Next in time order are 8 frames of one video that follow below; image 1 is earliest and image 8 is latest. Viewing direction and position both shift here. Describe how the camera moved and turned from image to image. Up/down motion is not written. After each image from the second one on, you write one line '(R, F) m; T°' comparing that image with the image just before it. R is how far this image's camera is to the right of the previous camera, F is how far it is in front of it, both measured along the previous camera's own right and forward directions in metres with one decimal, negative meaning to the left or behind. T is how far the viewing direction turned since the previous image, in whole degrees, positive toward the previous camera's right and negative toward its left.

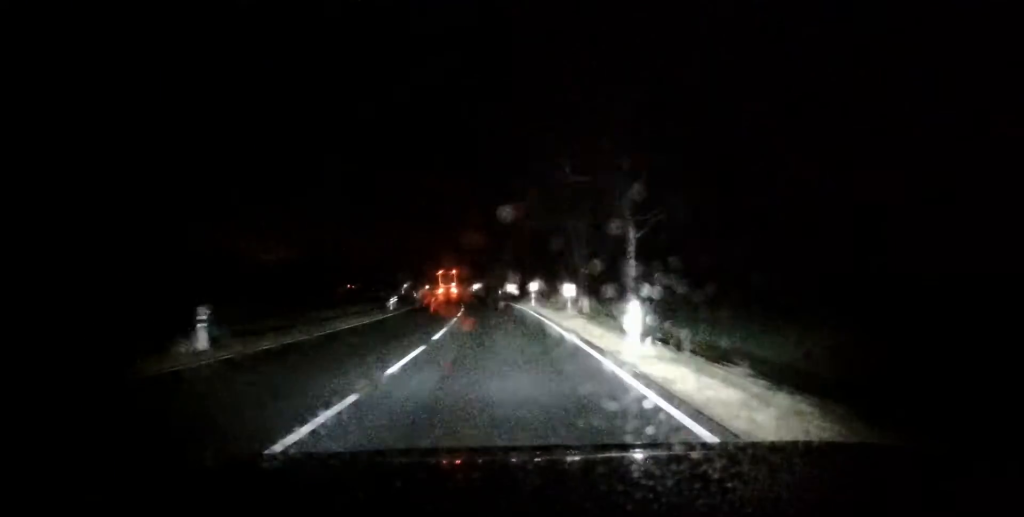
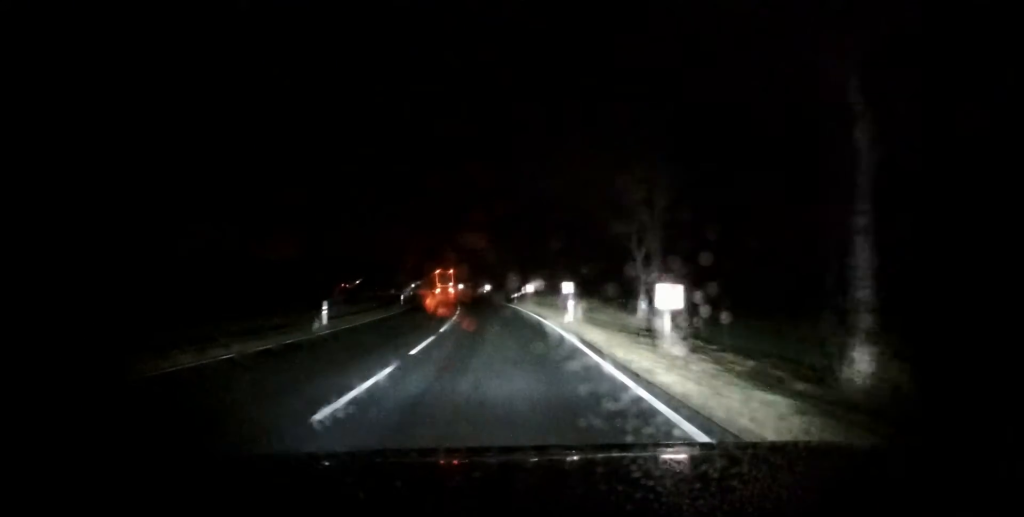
(-0.2, +15.6) m; -2°
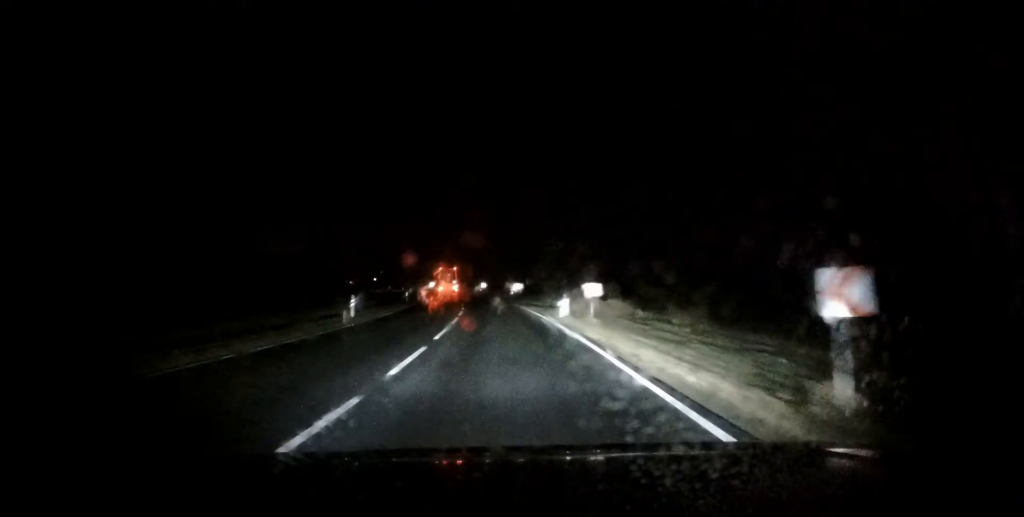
(-0.6, +21.2) m; -3°
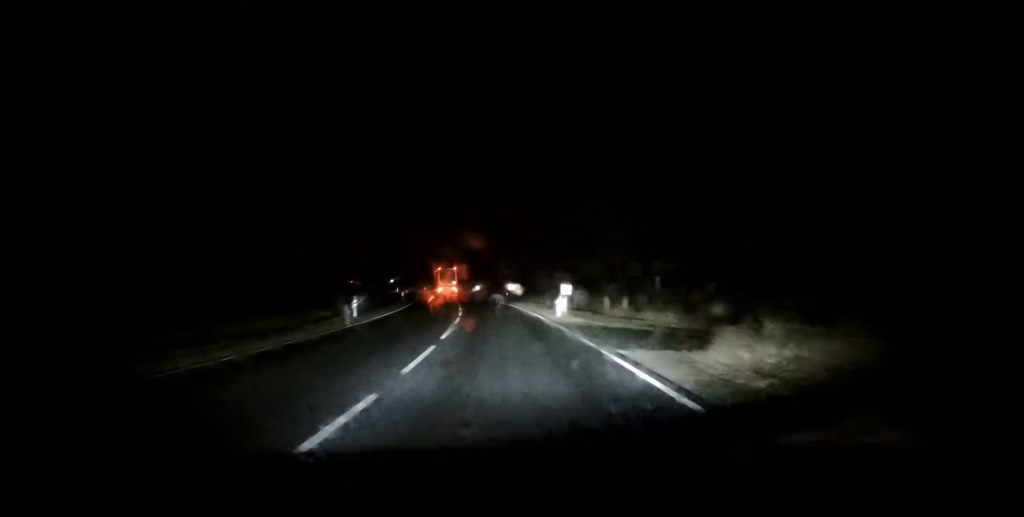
(-0.8, +24.2) m; -3°
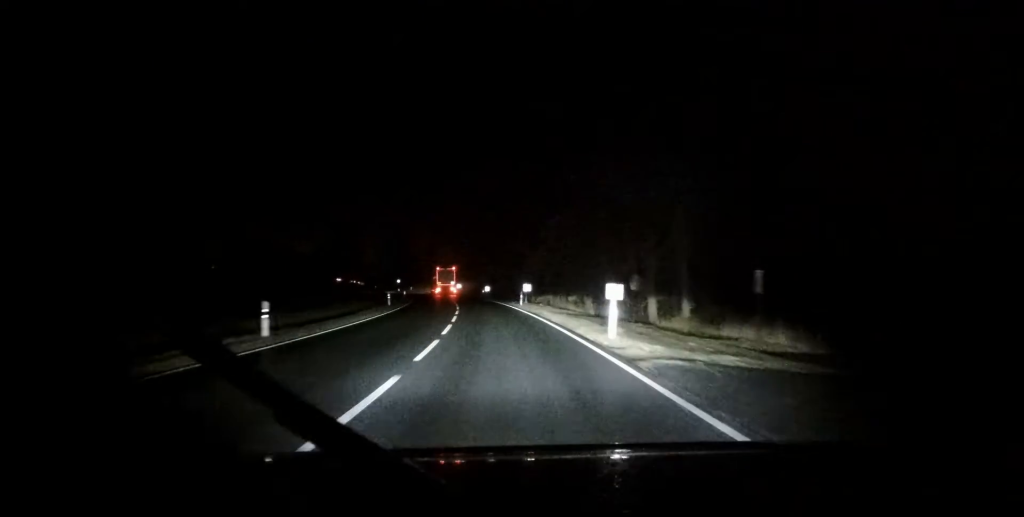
(0.0, +10.8) m; -2°
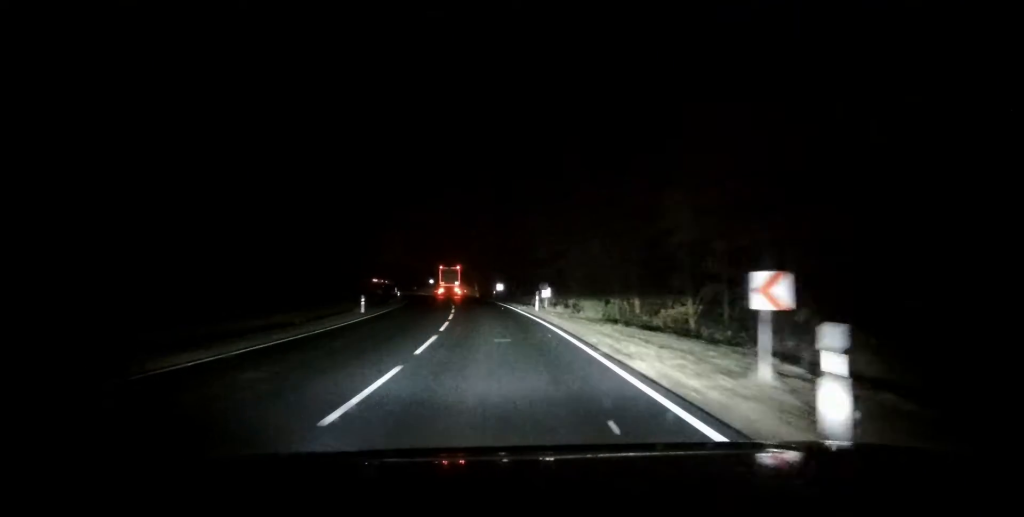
(-2.0, +35.7) m; -7°
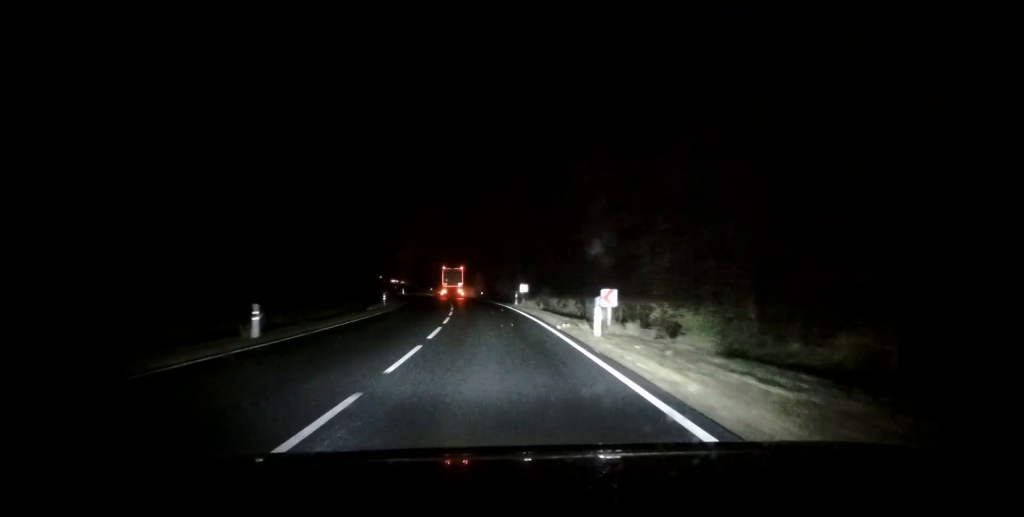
(-0.3, +14.8) m; -3°
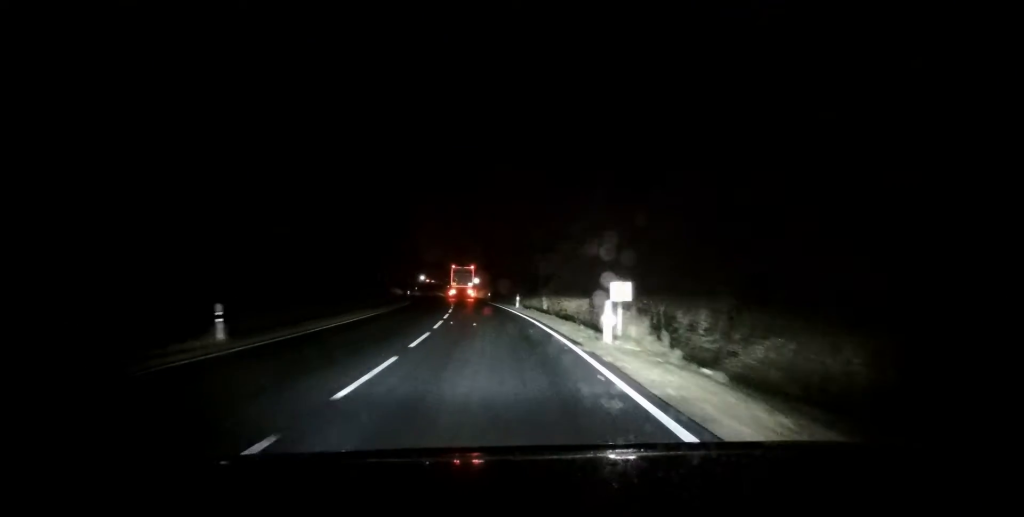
(-1.0, +26.2) m; -4°
